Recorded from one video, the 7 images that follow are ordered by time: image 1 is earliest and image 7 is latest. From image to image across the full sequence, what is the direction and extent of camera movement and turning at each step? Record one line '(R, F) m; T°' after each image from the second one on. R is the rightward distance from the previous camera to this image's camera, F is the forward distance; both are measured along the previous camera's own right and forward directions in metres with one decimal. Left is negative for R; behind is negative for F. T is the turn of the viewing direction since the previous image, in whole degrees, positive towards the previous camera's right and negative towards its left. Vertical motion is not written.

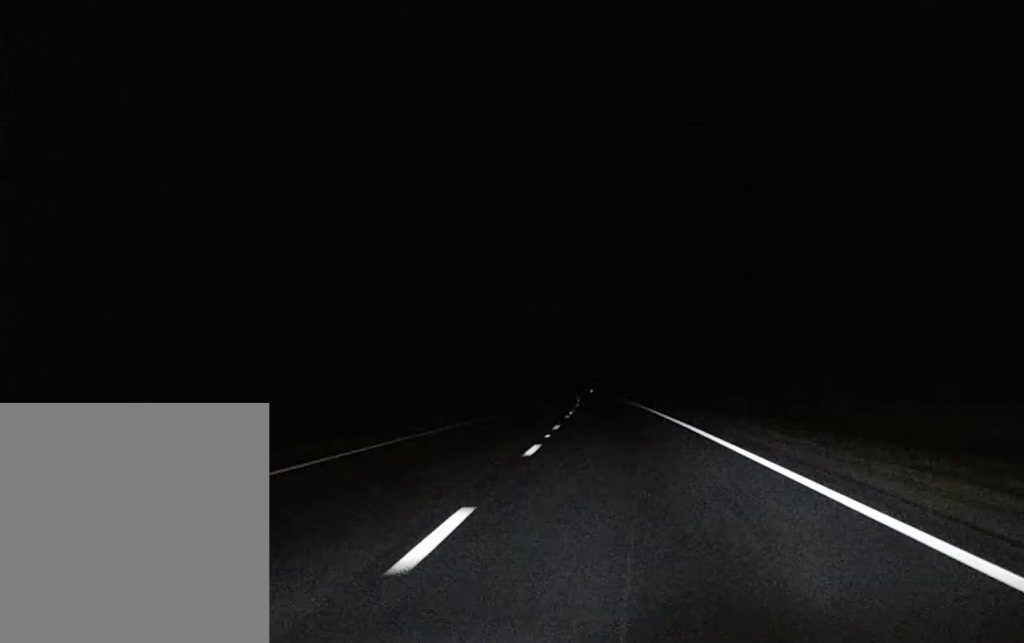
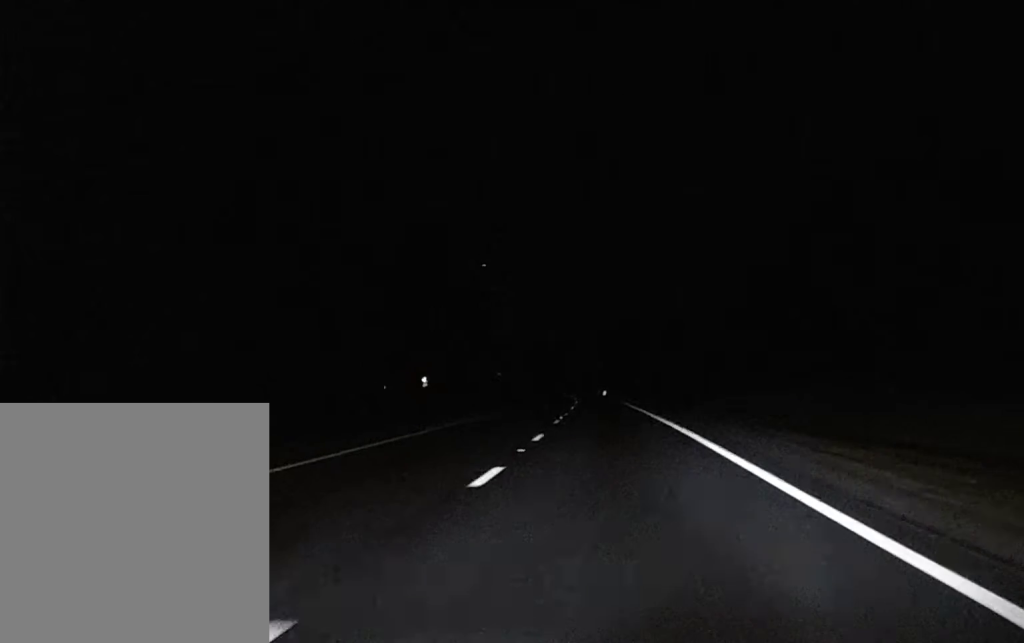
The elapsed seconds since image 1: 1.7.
(-0.7, +65.5) m; -2°
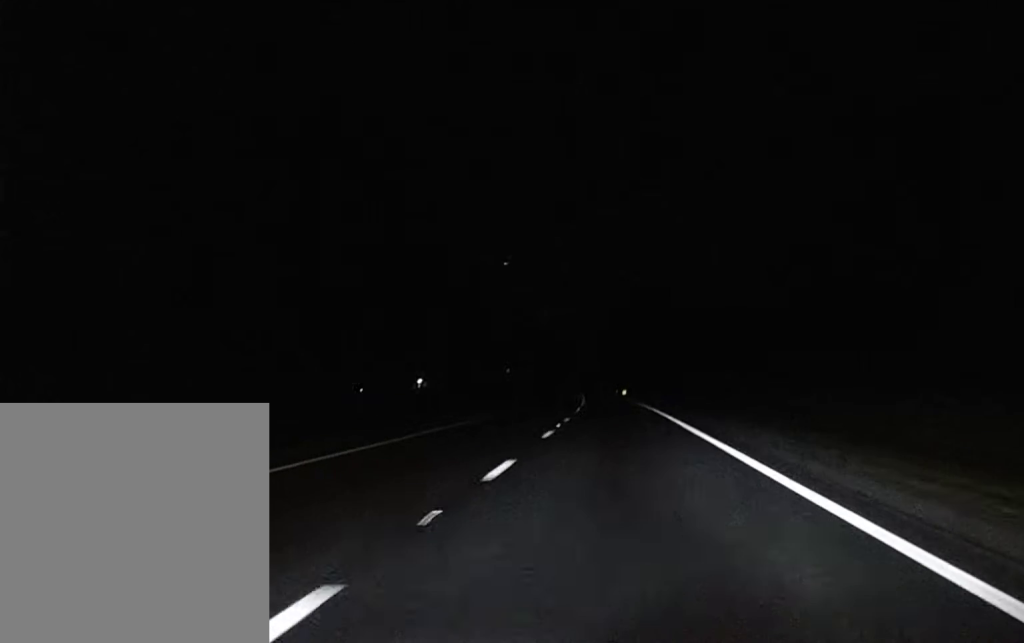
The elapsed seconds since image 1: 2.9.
(-0.5, +45.5) m; -1°
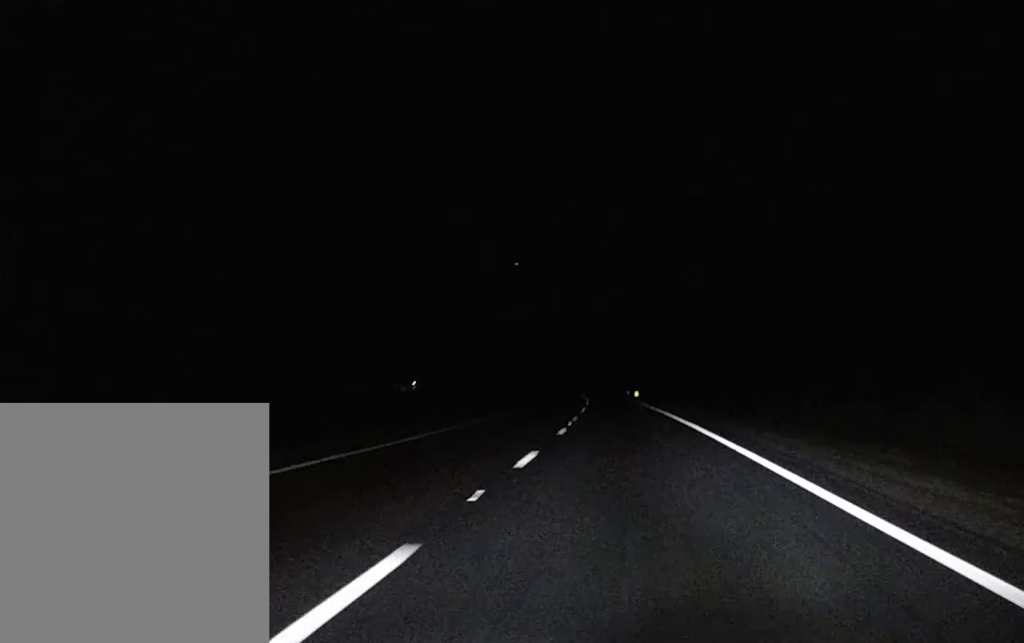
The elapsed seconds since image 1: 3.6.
(+0.2, +26.3) m; -1°
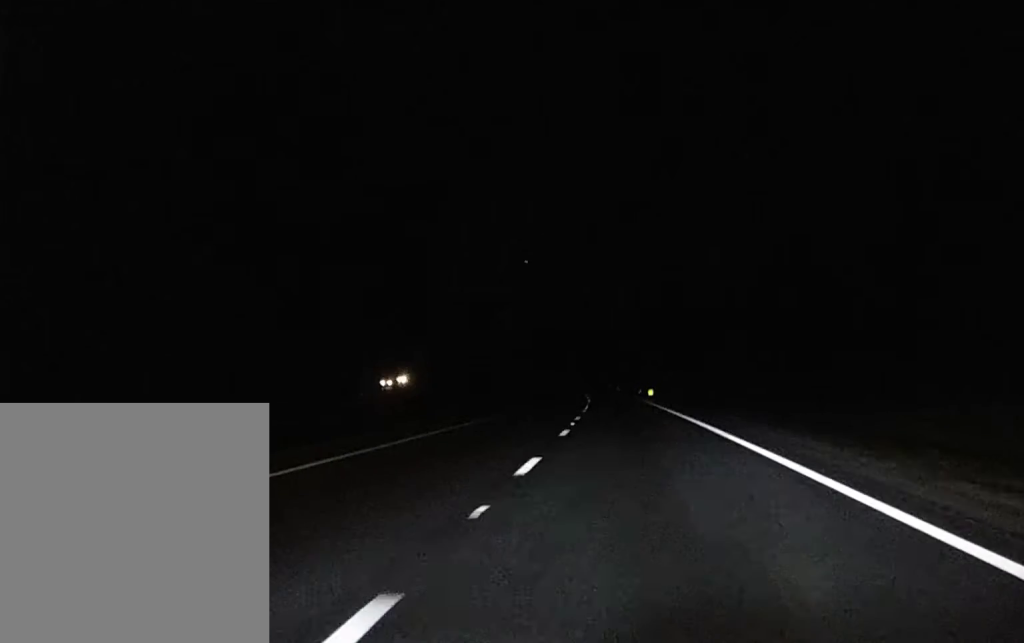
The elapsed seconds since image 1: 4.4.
(-0.8, +27.8) m; -1°
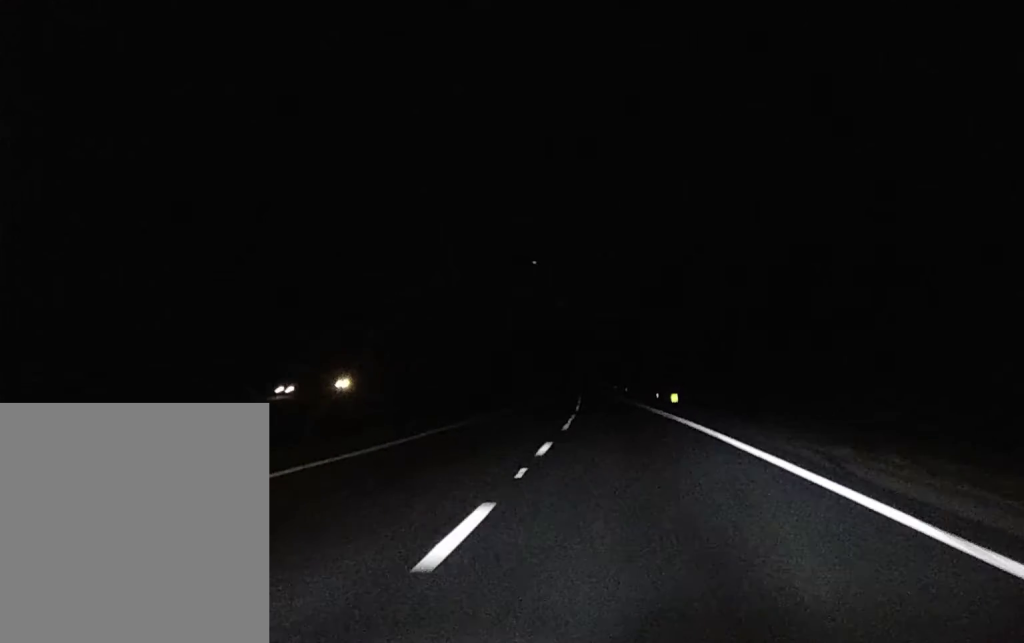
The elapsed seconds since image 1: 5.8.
(+0.5, +41.2) m; 0°
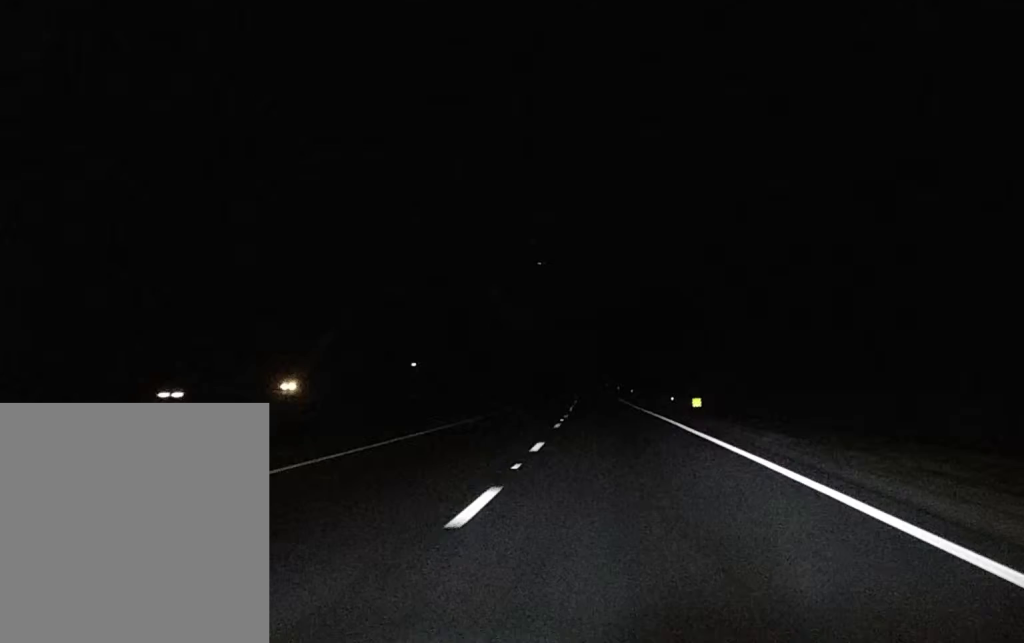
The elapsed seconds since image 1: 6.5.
(0.0, +18.3) m; -1°
